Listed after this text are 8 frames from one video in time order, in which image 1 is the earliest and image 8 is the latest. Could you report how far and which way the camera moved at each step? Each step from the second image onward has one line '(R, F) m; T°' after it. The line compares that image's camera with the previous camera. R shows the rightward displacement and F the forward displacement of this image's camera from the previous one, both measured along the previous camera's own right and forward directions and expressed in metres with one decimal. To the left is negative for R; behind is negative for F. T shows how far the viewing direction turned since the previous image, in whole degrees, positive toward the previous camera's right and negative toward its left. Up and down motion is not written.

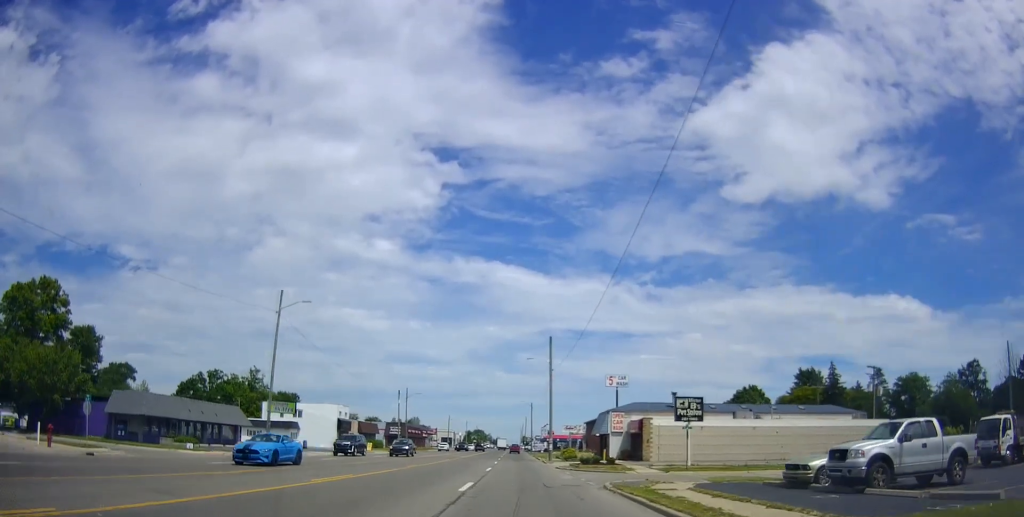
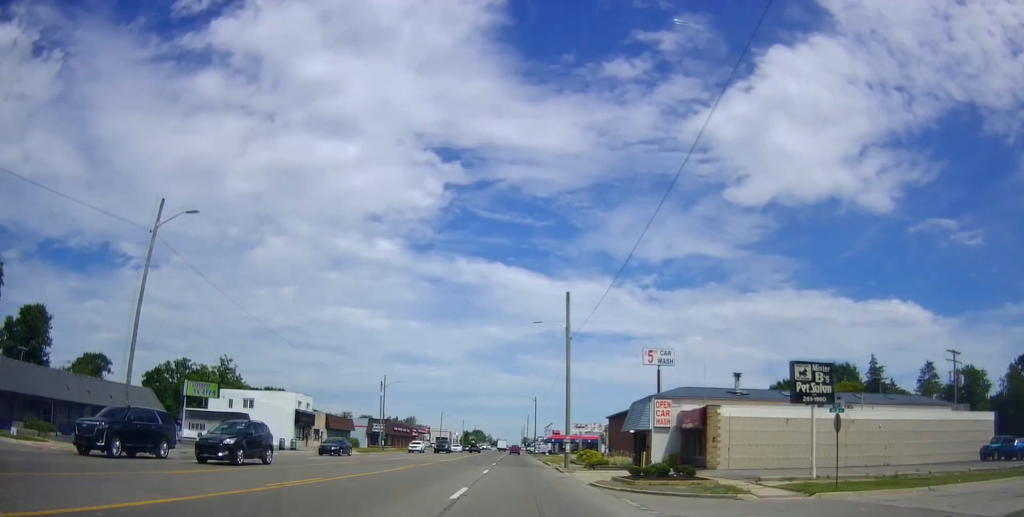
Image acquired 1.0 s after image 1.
(-0.5, +17.8) m; -1°
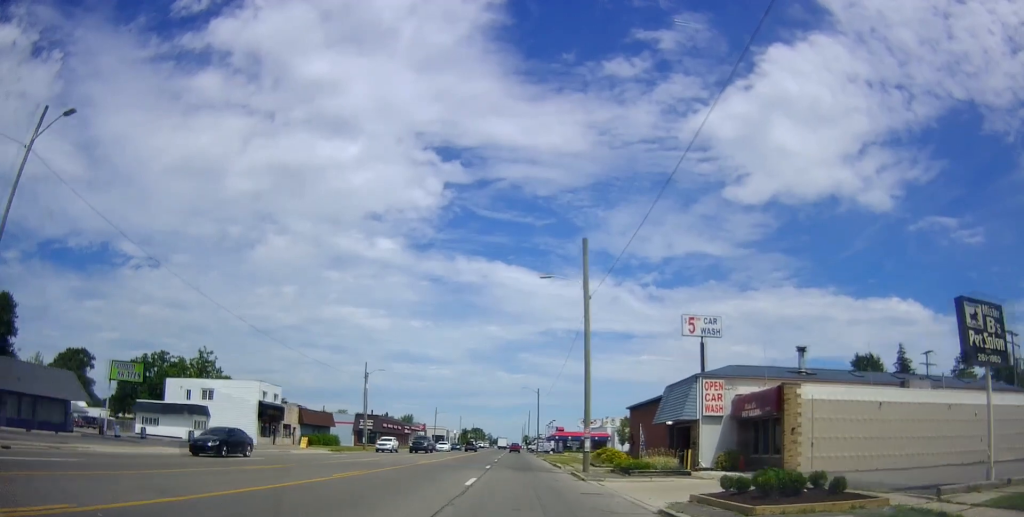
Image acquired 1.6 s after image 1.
(-0.1, +10.6) m; +1°
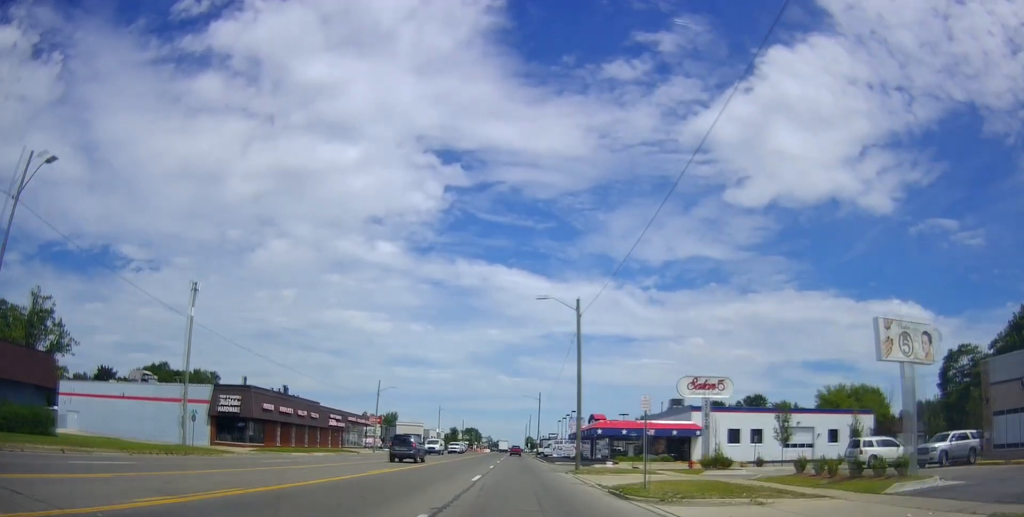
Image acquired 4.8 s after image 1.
(+0.9, +56.8) m; -1°
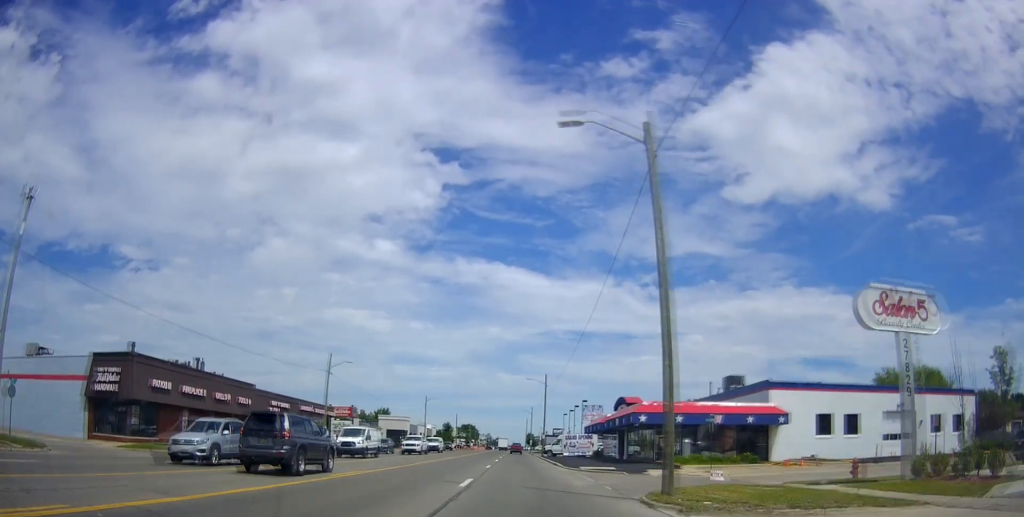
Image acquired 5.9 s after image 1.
(0.0, +20.5) m; 0°
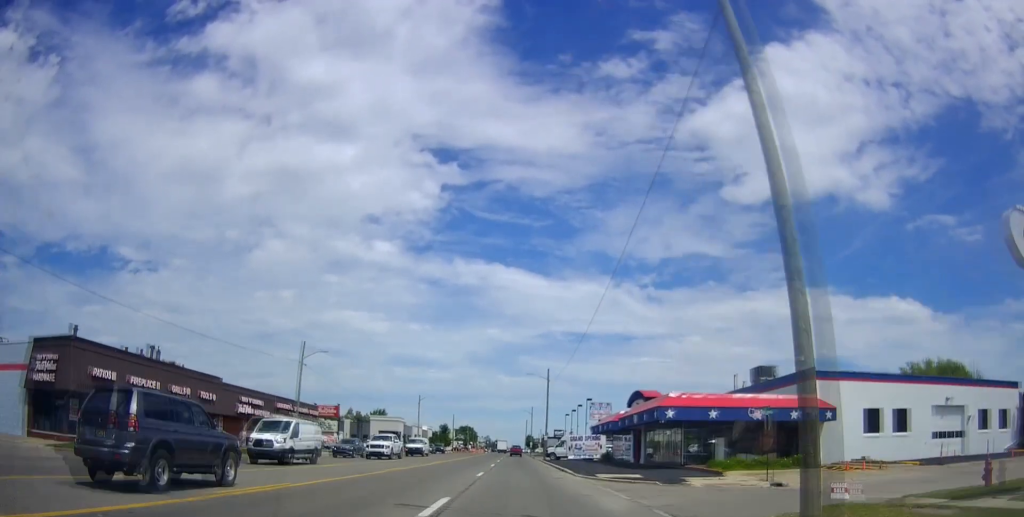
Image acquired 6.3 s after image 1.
(0.0, +7.1) m; +1°
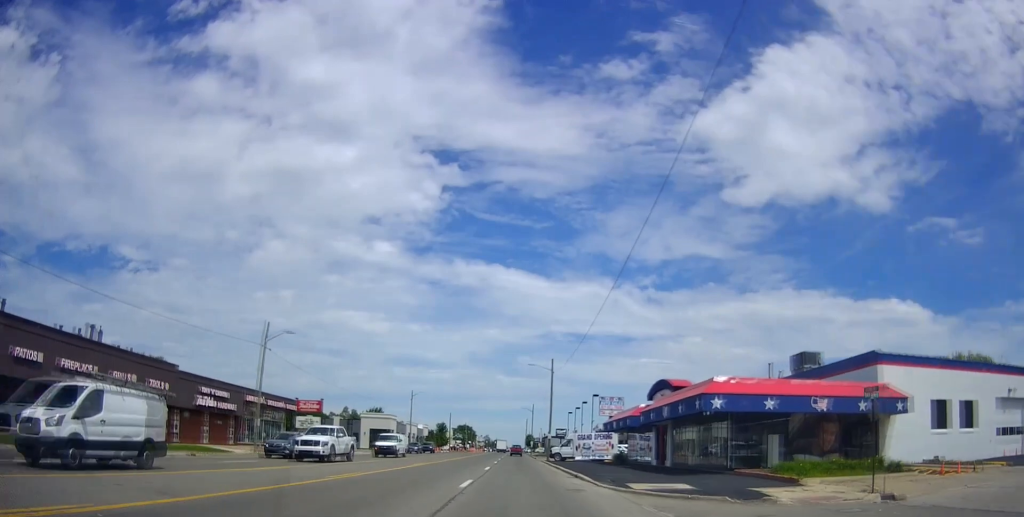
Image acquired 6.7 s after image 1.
(-0.1, +7.7) m; +1°
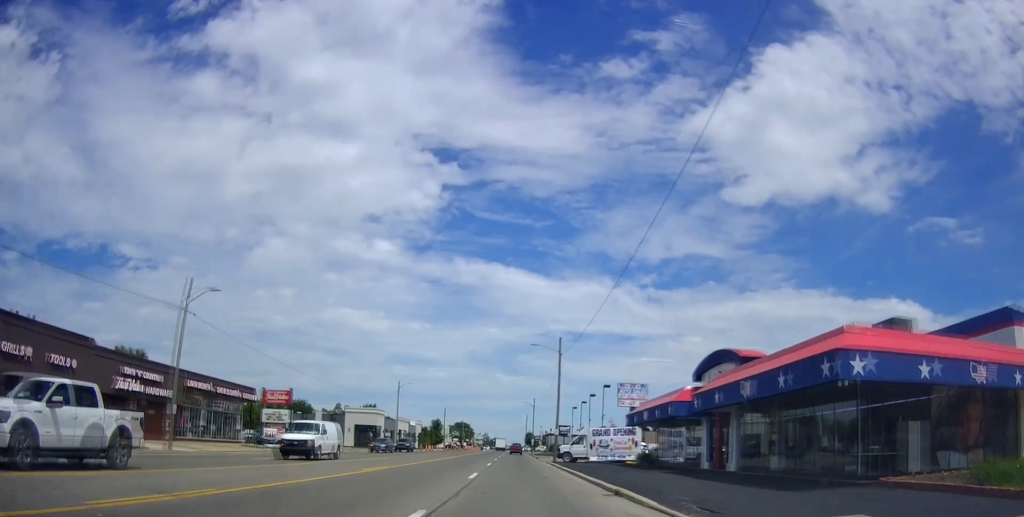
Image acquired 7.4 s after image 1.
(+0.3, +11.2) m; 0°
